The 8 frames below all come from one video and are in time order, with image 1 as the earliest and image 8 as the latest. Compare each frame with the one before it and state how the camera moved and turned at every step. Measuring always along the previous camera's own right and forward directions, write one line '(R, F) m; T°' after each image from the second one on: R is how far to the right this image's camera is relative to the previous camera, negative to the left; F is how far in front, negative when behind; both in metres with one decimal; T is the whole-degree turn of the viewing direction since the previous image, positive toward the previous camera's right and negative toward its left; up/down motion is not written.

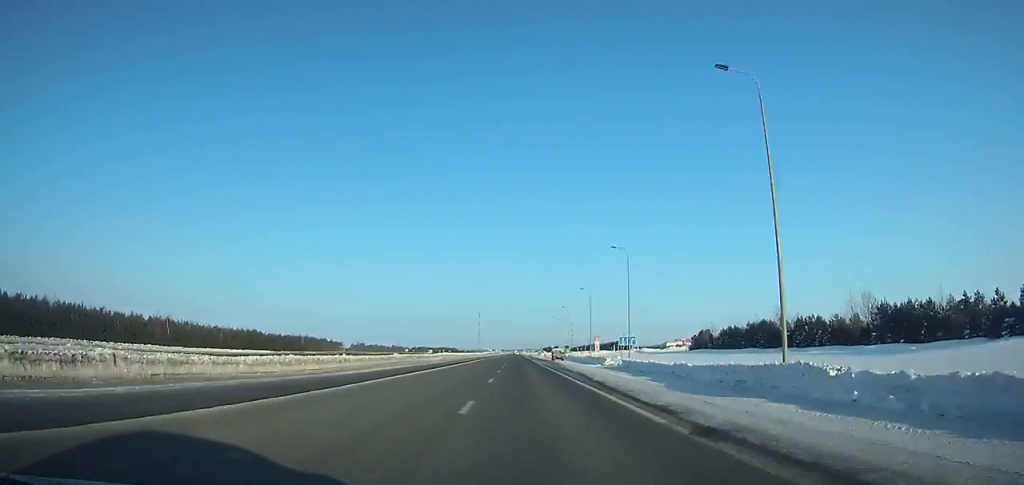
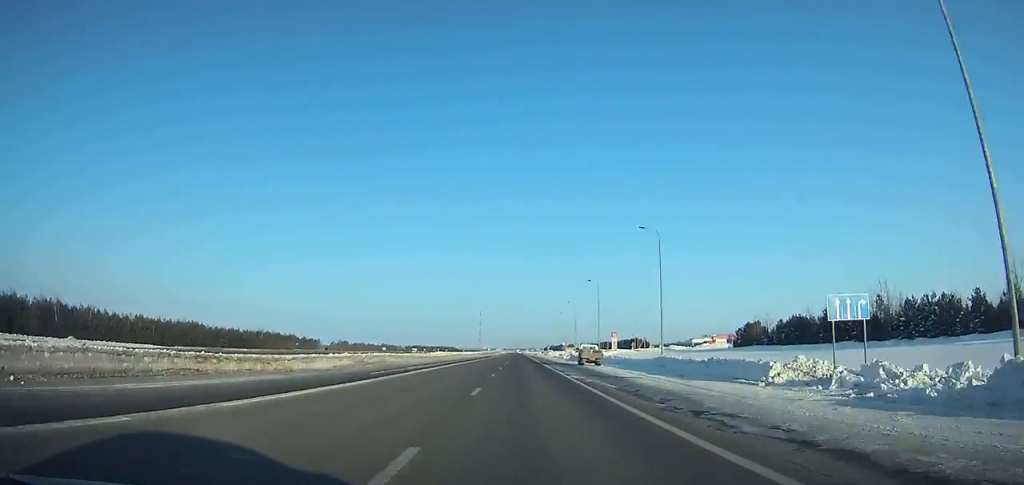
(0.0, +43.0) m; 0°
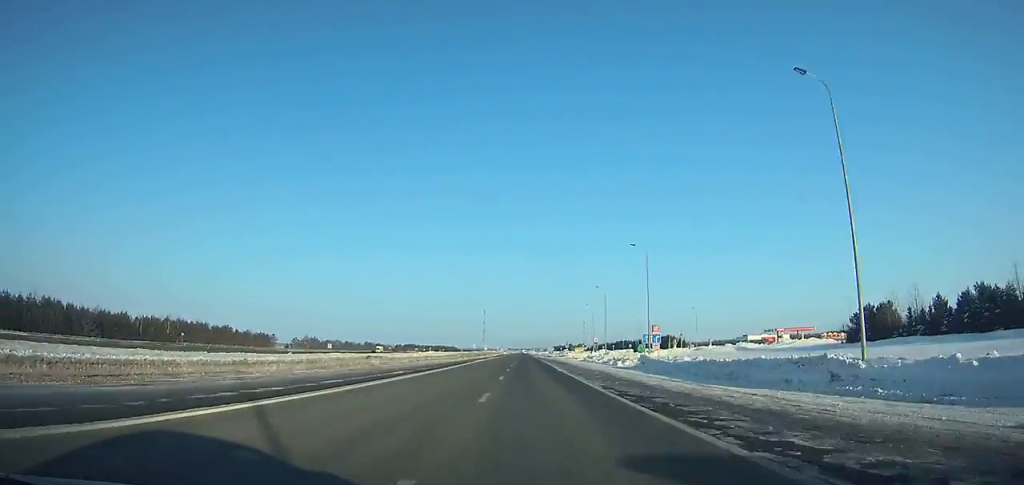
(0.0, +61.4) m; 0°
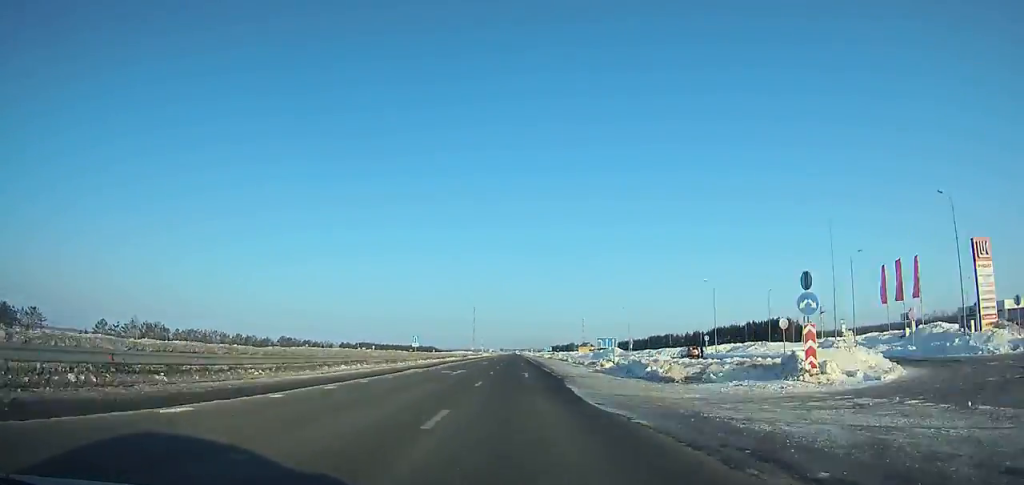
(+0.1, +124.2) m; 0°
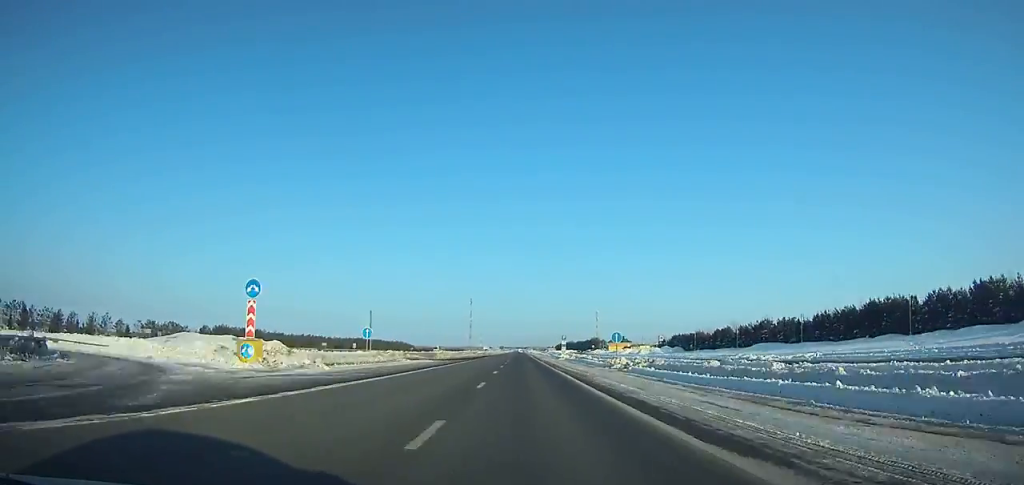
(-0.4, +181.0) m; 0°
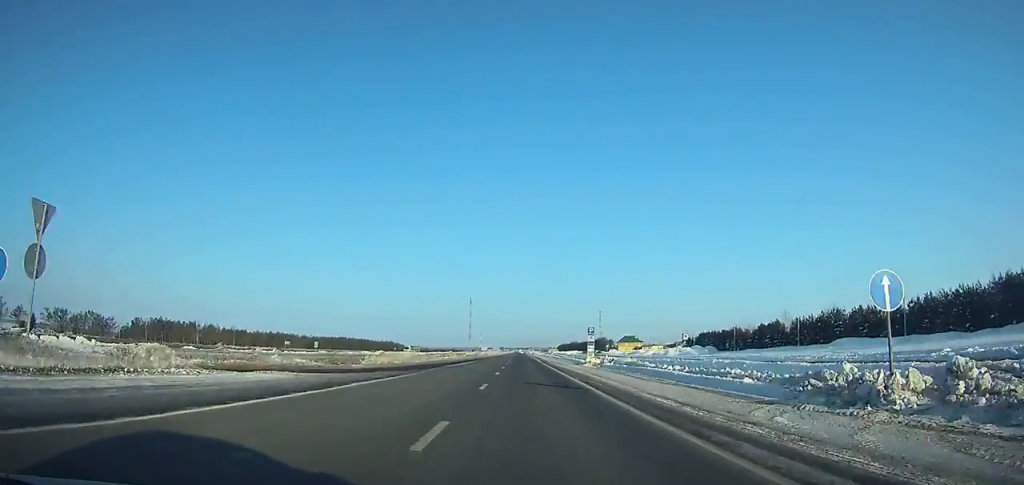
(0.0, +35.9) m; 0°
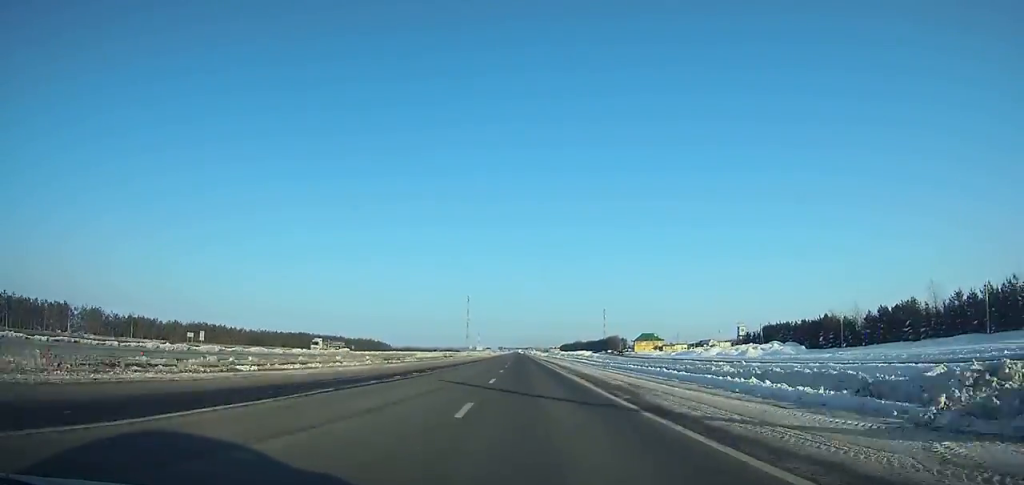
(0.0, +56.5) m; 0°
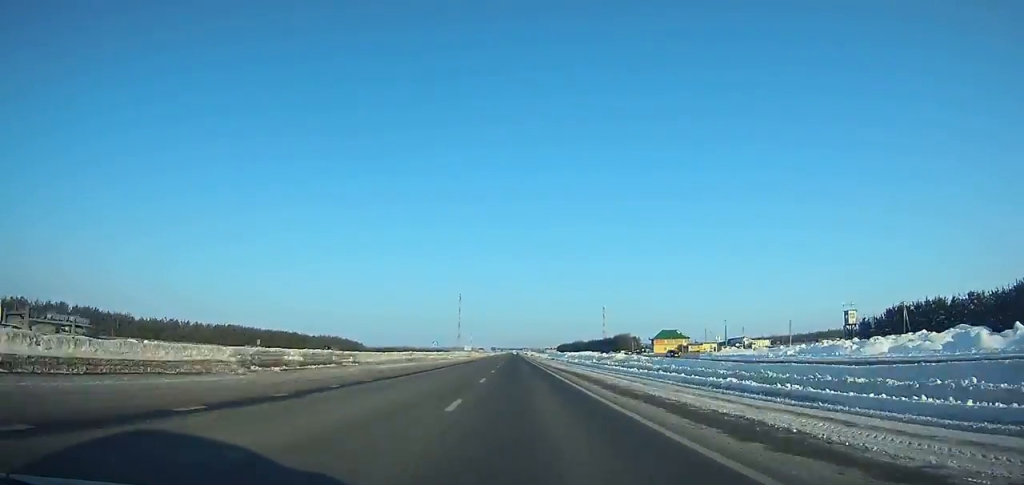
(0.0, +59.2) m; 0°
